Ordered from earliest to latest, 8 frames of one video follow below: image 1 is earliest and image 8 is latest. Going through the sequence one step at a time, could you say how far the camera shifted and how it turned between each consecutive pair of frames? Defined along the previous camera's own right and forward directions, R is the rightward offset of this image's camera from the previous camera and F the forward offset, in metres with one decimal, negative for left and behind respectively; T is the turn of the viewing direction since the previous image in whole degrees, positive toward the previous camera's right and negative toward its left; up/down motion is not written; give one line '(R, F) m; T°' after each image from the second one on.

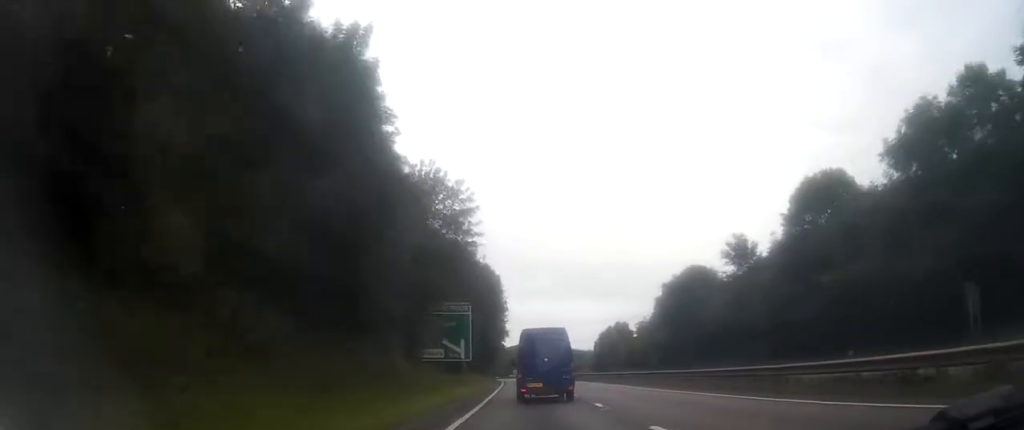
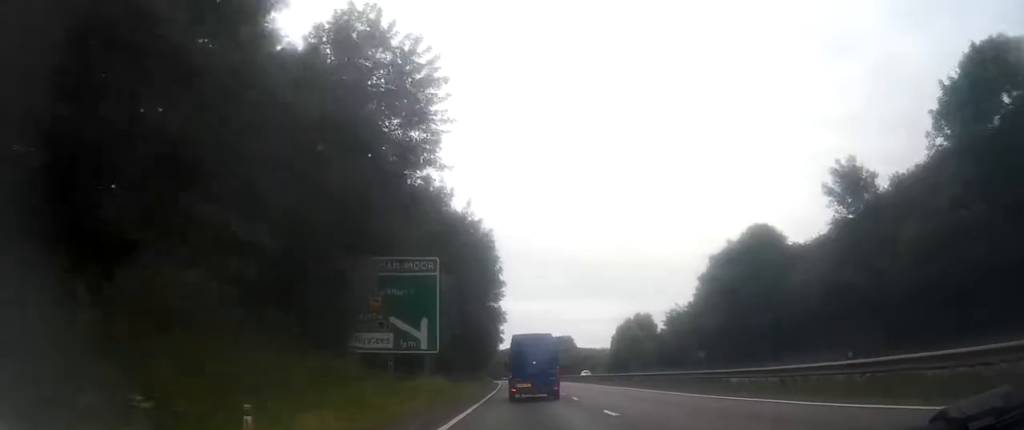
(0.0, +21.6) m; -1°
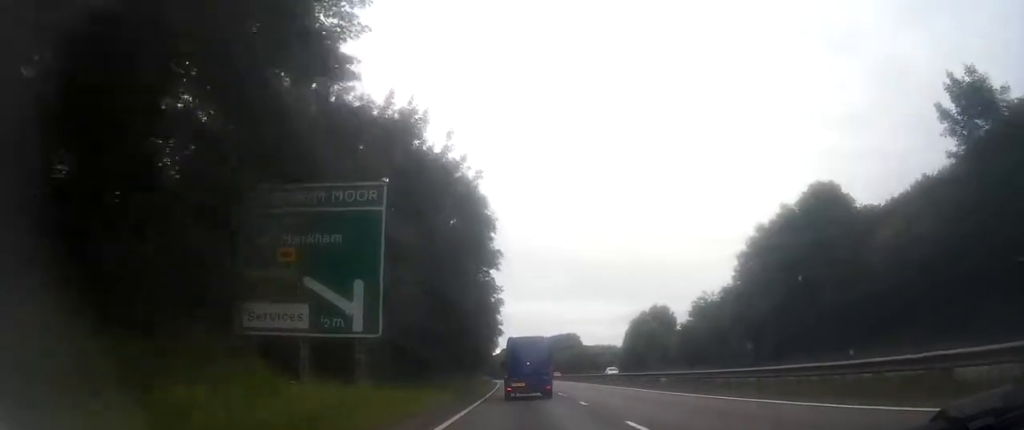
(-0.2, +13.1) m; -1°
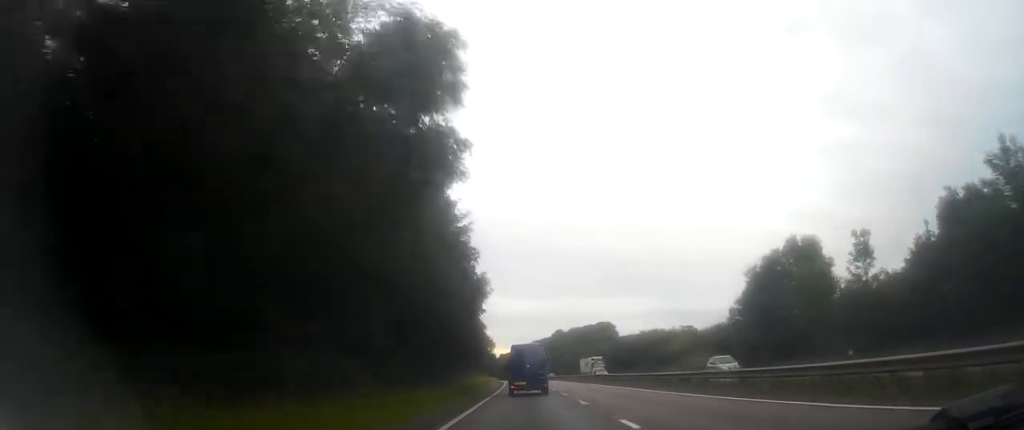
(-0.7, +53.4) m; -1°
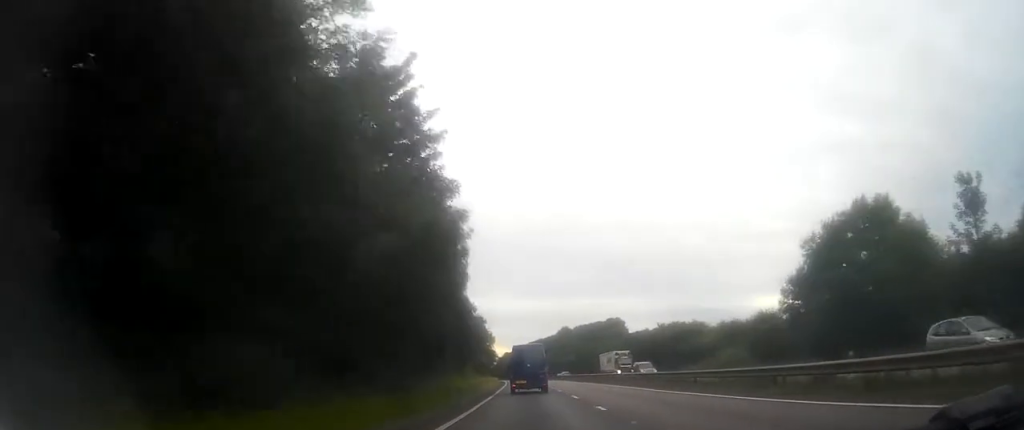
(+0.1, +13.1) m; 0°
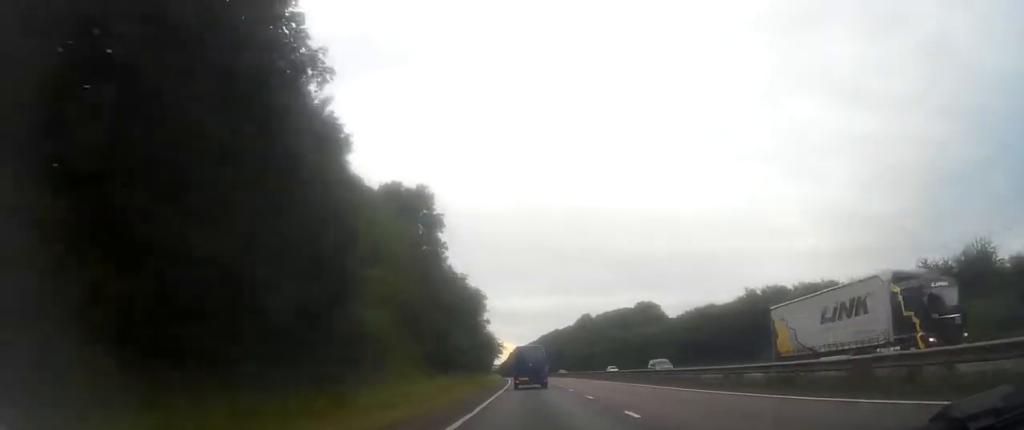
(-0.7, +39.3) m; -2°
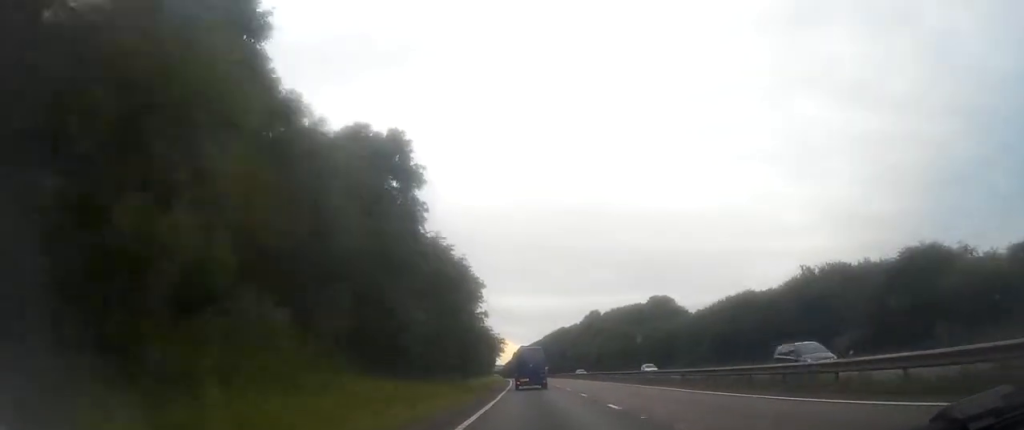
(0.0, +14.1) m; 0°
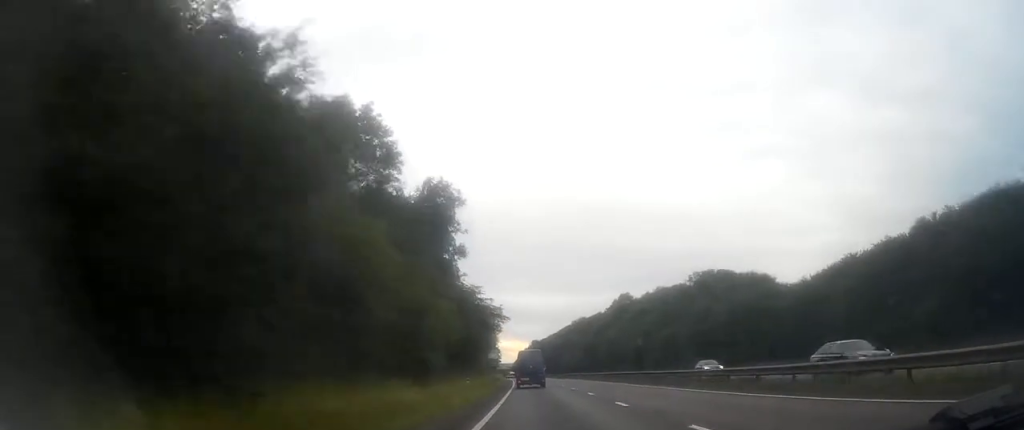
(-0.6, +44.3) m; -2°
